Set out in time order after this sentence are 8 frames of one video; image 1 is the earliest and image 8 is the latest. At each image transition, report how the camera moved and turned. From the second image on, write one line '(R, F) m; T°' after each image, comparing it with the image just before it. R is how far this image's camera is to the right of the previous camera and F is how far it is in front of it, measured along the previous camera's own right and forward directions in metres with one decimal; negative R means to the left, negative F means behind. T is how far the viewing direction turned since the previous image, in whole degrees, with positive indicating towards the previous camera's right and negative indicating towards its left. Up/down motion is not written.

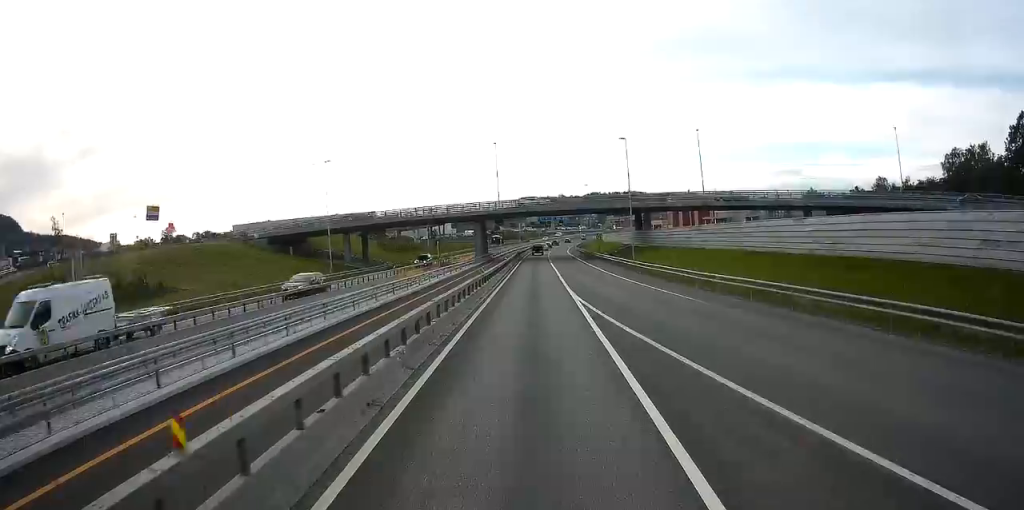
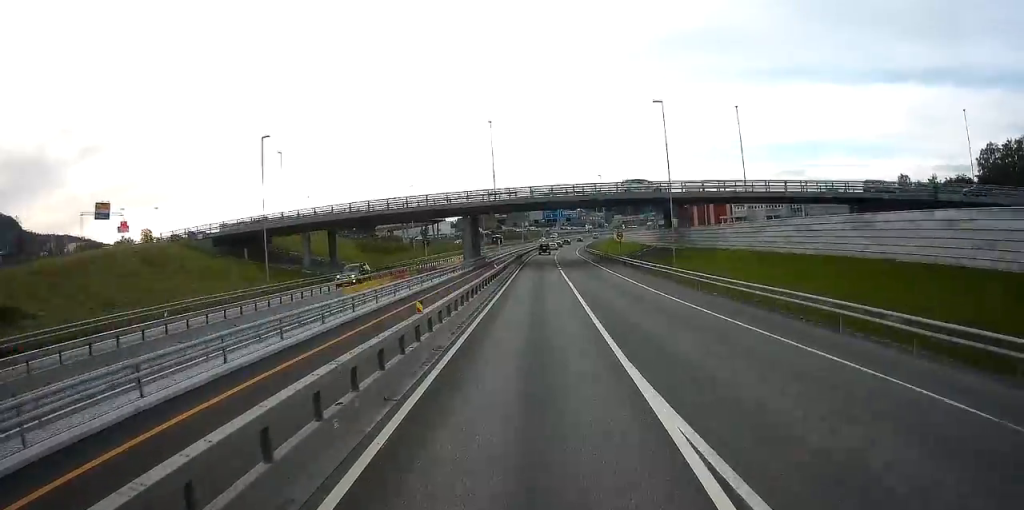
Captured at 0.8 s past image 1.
(-0.1, +15.6) m; +1°
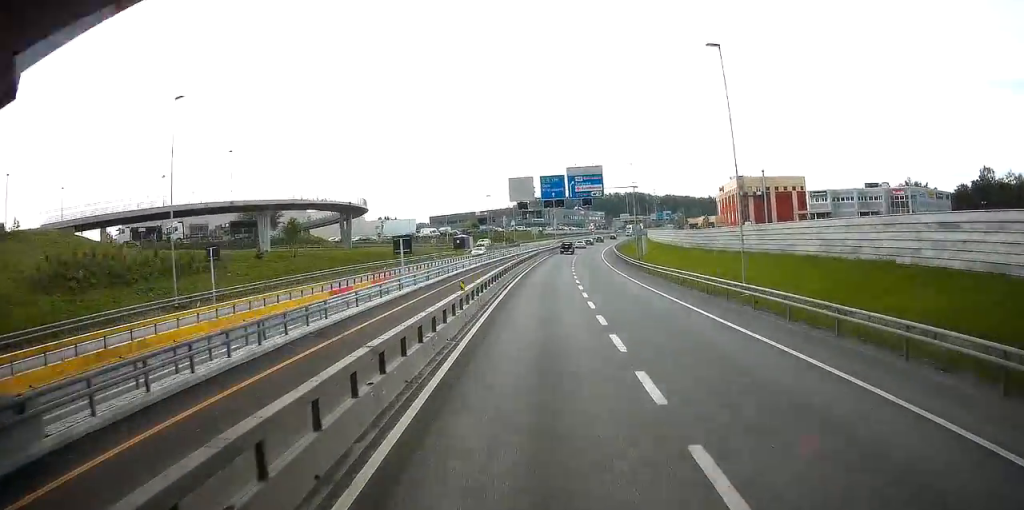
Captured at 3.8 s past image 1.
(-0.1, +62.7) m; 0°
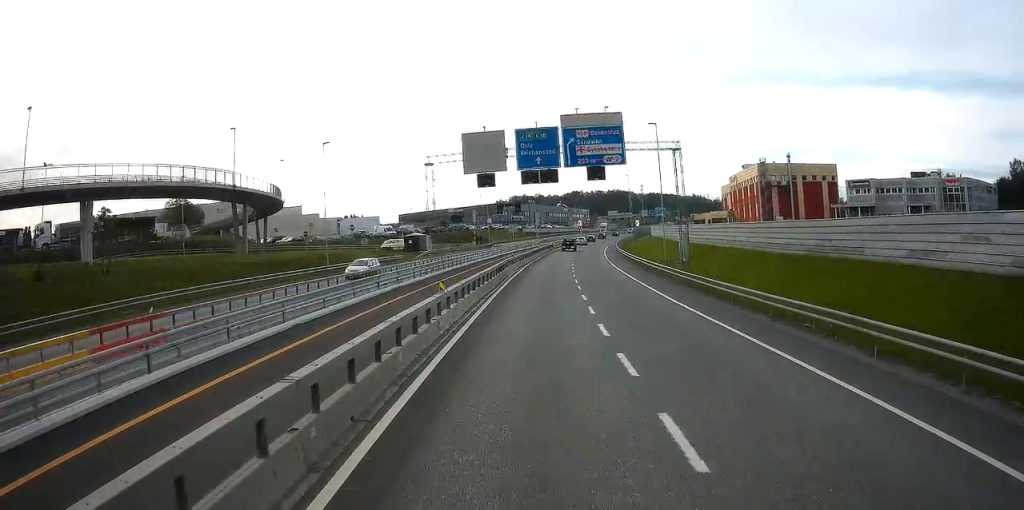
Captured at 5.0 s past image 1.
(-0.1, +26.5) m; +1°
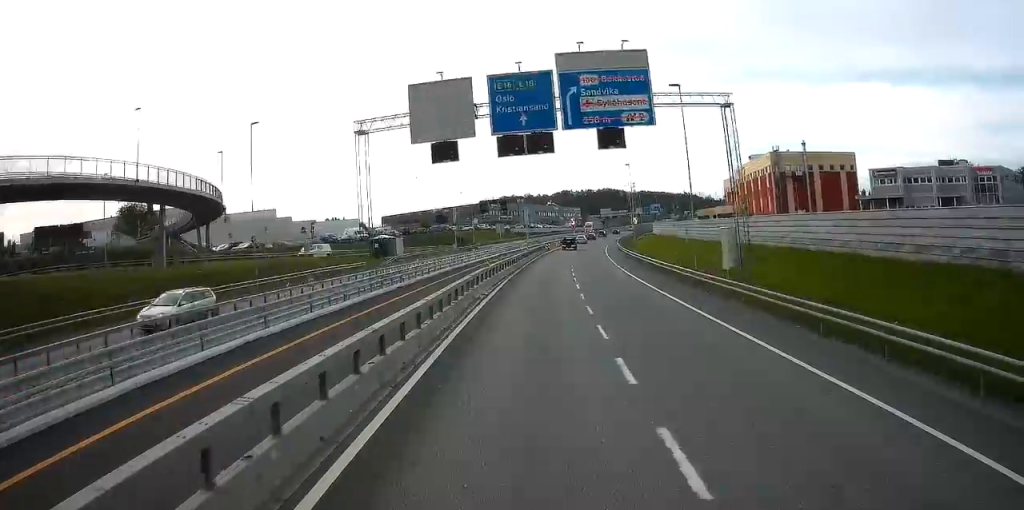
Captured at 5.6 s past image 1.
(-0.2, +12.9) m; +2°
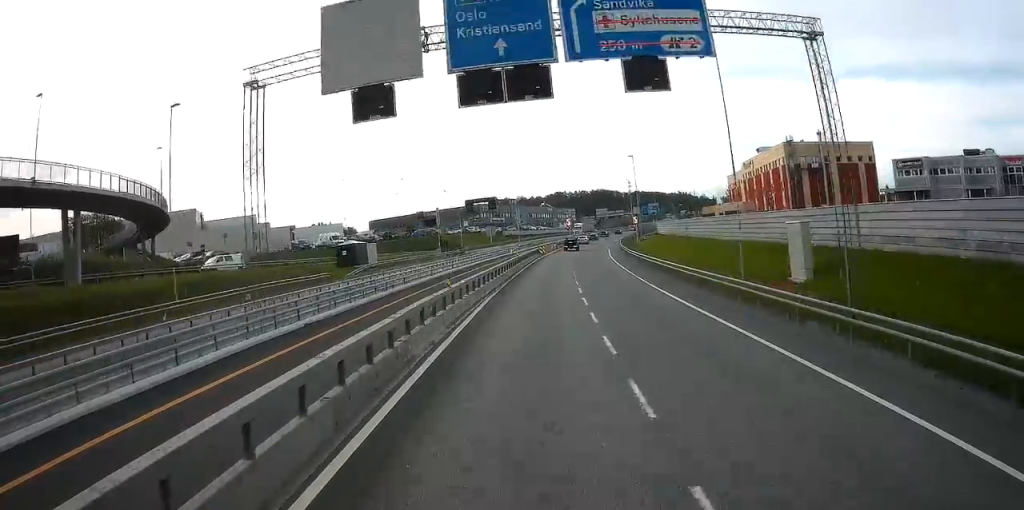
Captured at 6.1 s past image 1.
(+0.3, +10.0) m; +1°
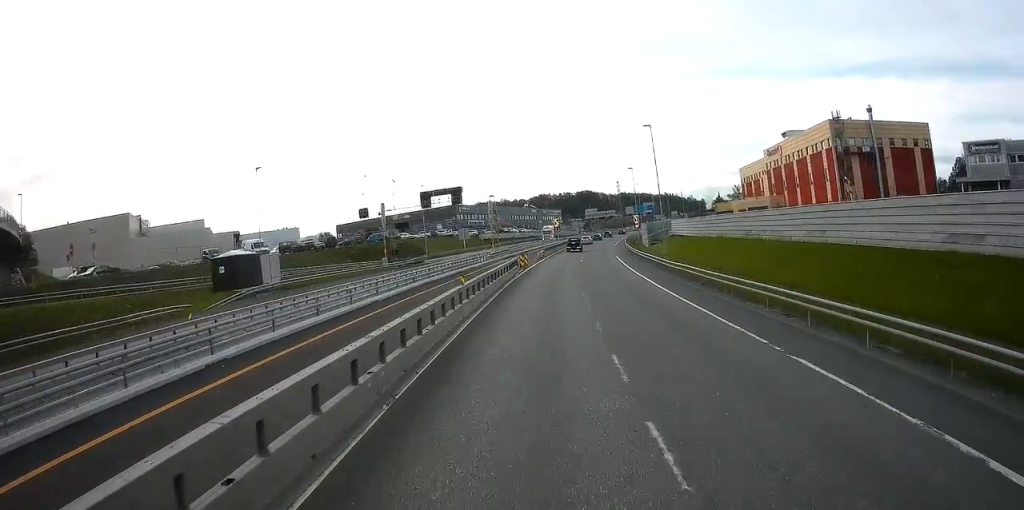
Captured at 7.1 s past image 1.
(+0.5, +22.7) m; +2°
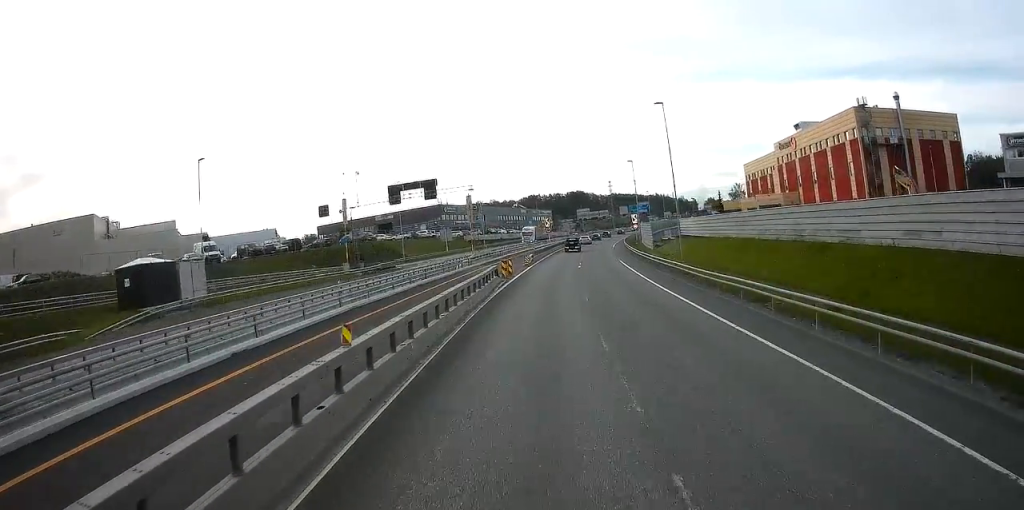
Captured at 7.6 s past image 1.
(-0.3, +9.9) m; +1°
